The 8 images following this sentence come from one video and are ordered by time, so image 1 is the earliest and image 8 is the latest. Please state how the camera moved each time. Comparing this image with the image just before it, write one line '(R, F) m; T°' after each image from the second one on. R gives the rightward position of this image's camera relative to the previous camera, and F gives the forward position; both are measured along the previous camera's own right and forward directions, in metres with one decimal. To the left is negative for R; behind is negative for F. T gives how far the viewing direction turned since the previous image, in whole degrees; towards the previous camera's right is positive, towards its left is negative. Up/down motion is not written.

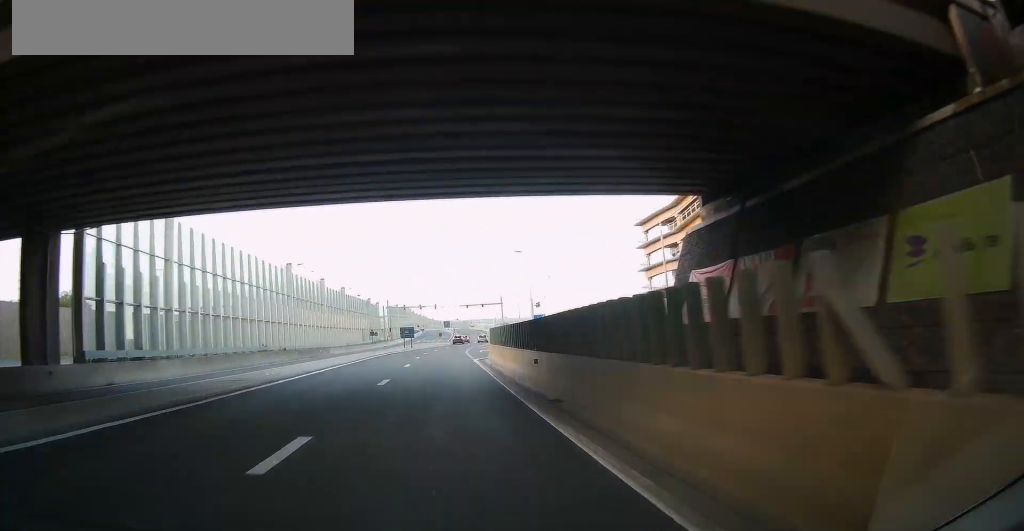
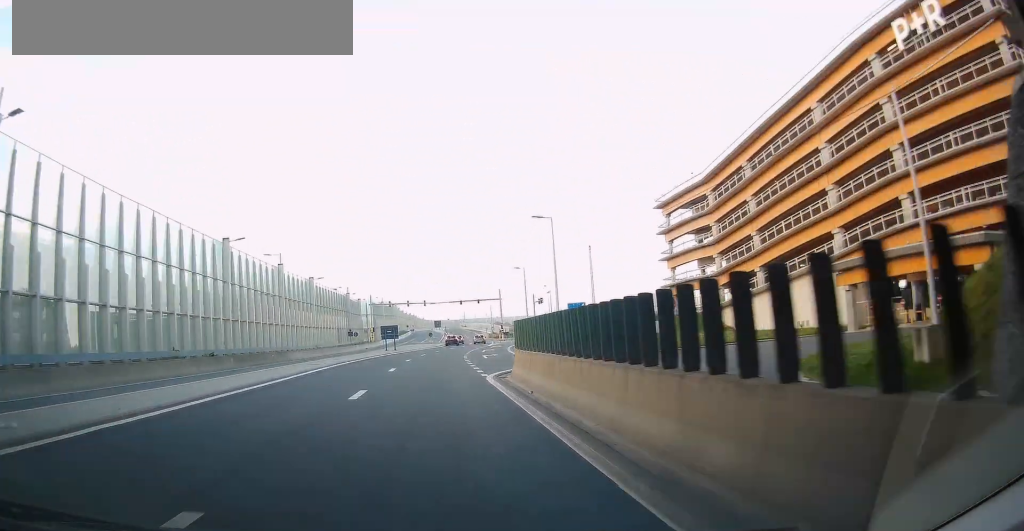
(-0.4, +15.2) m; +1°
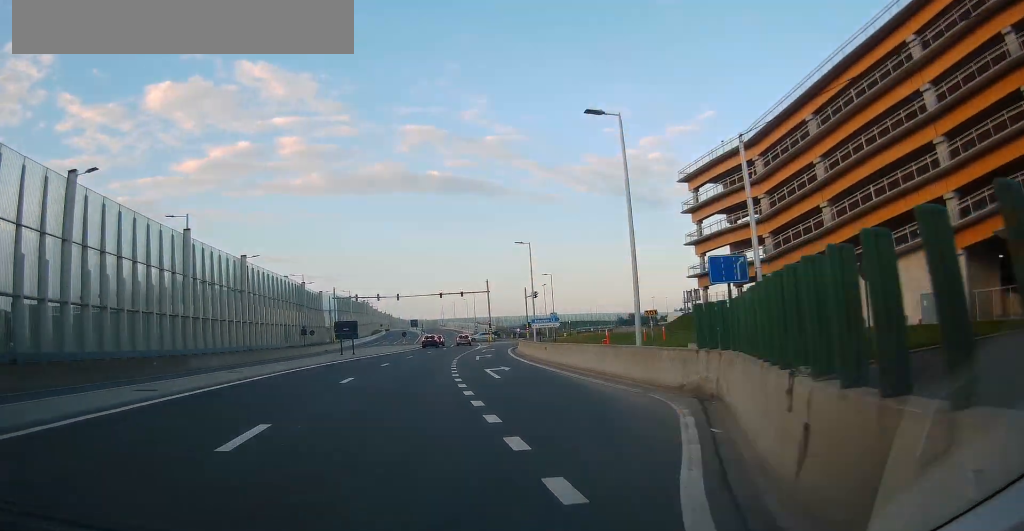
(+0.8, +17.3) m; +2°
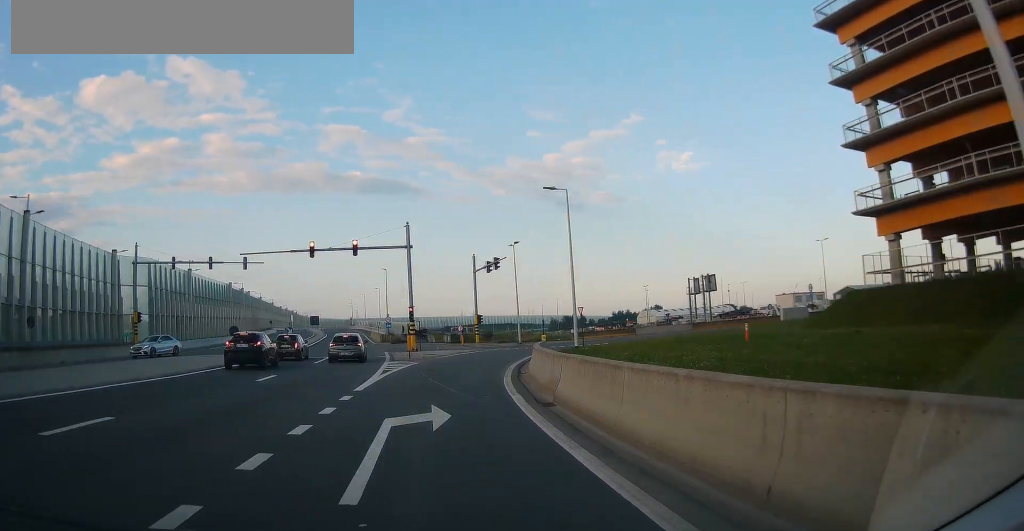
(+1.7, +44.6) m; +5°
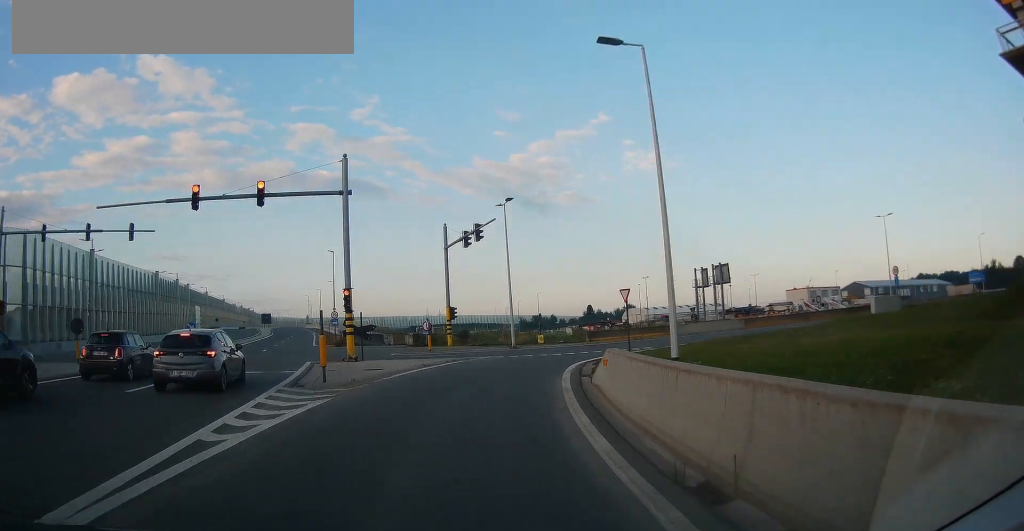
(+0.7, +18.3) m; +3°
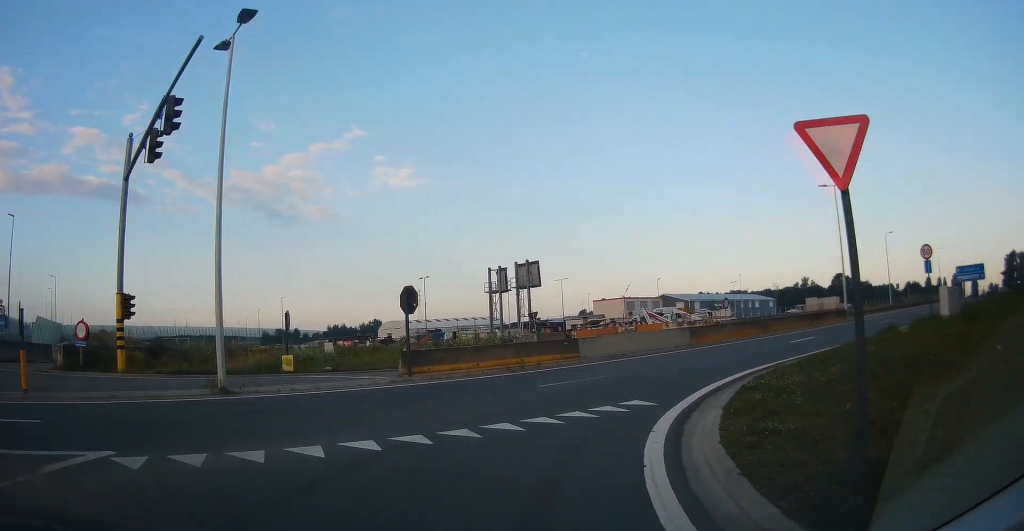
(+1.1, +29.8) m; +18°
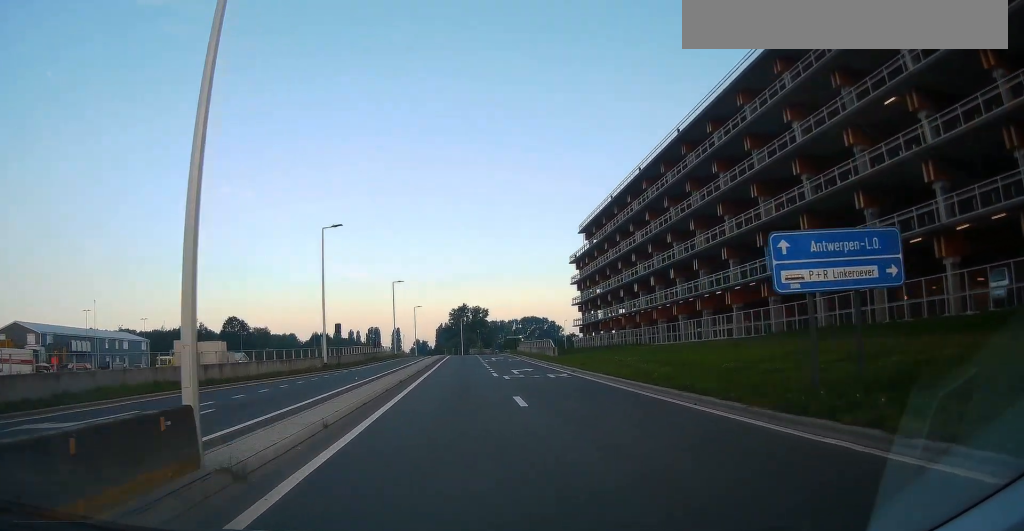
(+17.0, +35.5) m; +46°
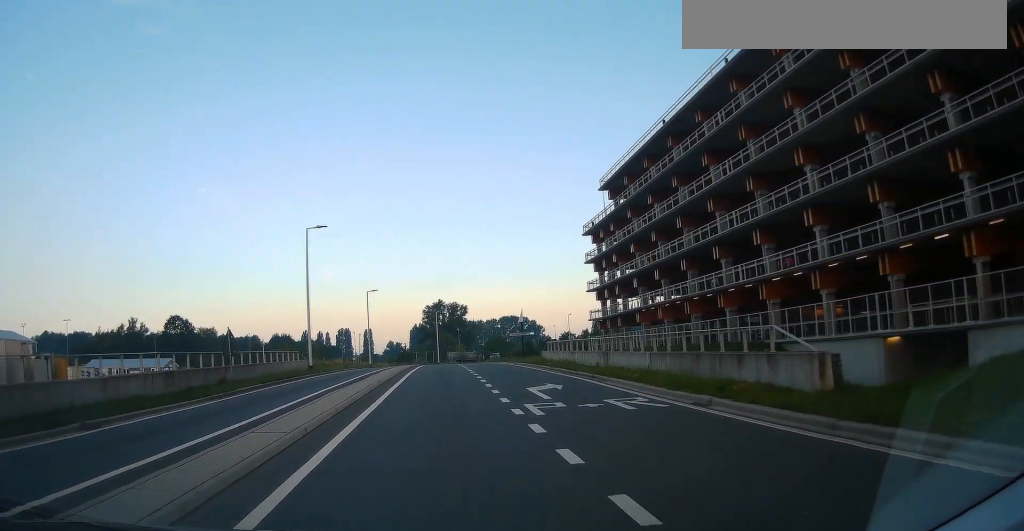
(+7.2, +31.4) m; +17°
